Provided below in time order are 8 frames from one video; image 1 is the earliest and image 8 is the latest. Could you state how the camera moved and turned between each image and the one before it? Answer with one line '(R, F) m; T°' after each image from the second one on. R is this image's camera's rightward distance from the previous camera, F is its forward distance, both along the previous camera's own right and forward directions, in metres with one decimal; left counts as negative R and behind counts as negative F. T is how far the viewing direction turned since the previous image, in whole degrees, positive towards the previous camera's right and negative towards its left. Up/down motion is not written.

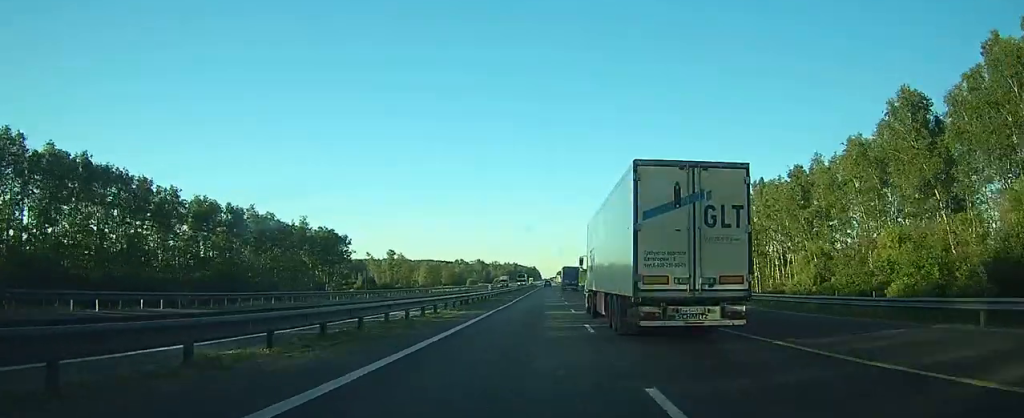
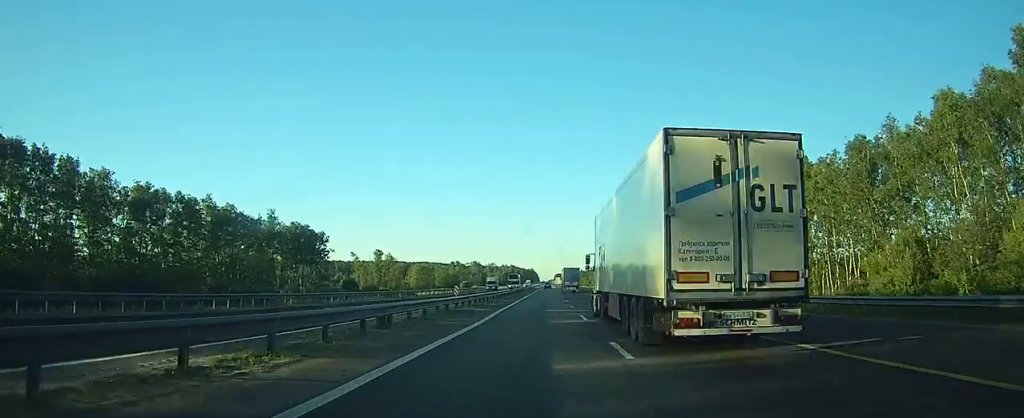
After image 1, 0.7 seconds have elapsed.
(+0.1, +17.6) m; 0°
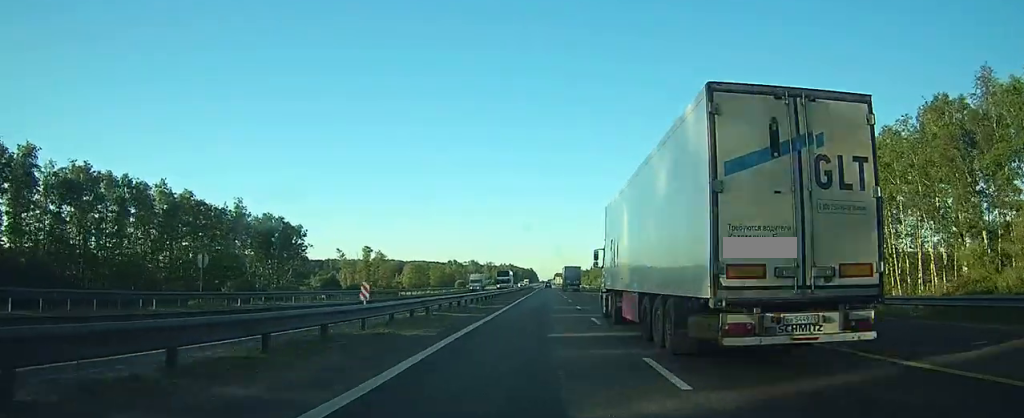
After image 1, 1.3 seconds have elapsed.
(0.0, +15.3) m; 0°
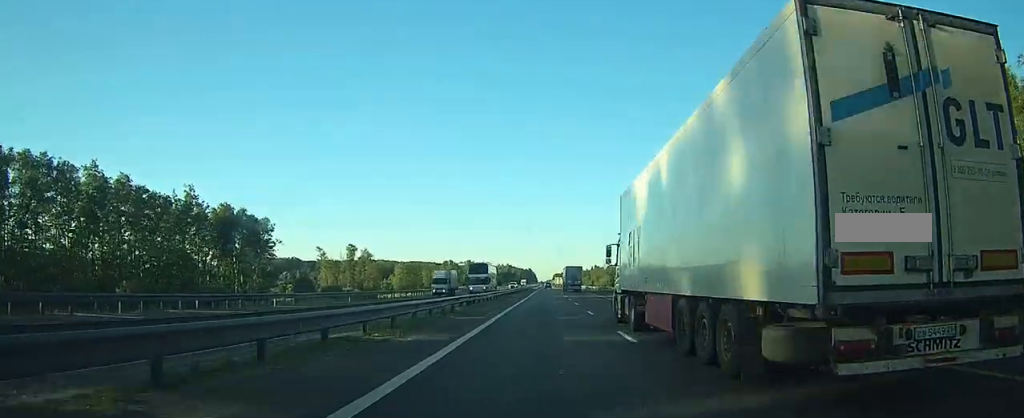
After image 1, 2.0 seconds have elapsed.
(0.0, +18.0) m; 0°
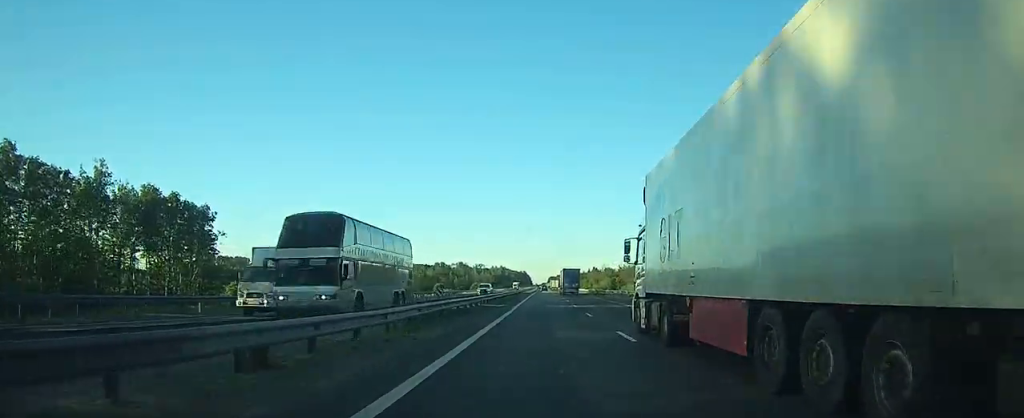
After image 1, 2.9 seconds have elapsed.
(0.0, +23.3) m; 0°
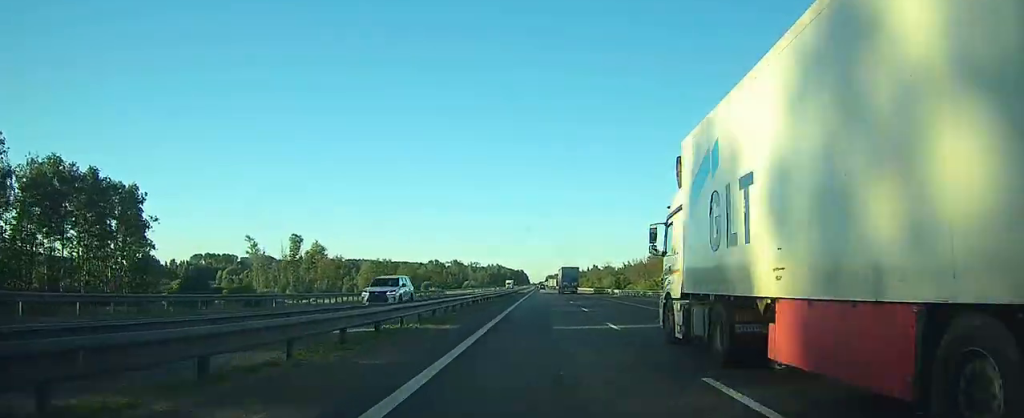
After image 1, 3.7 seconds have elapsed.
(+0.1, +20.9) m; +1°
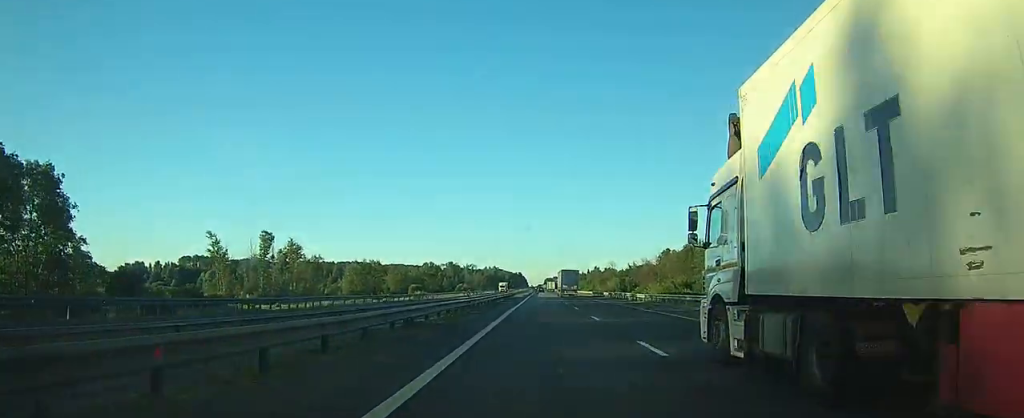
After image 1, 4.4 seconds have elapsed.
(0.0, +18.4) m; 0°
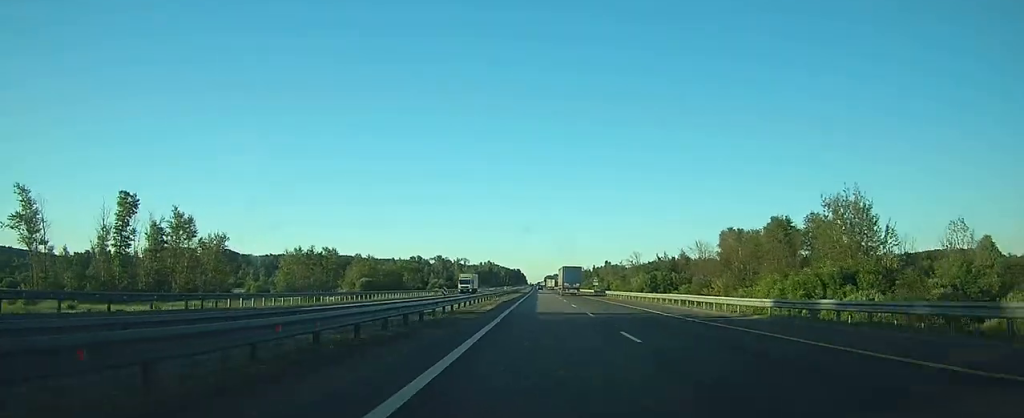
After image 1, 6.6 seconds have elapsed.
(0.0, +57.0) m; 0°
